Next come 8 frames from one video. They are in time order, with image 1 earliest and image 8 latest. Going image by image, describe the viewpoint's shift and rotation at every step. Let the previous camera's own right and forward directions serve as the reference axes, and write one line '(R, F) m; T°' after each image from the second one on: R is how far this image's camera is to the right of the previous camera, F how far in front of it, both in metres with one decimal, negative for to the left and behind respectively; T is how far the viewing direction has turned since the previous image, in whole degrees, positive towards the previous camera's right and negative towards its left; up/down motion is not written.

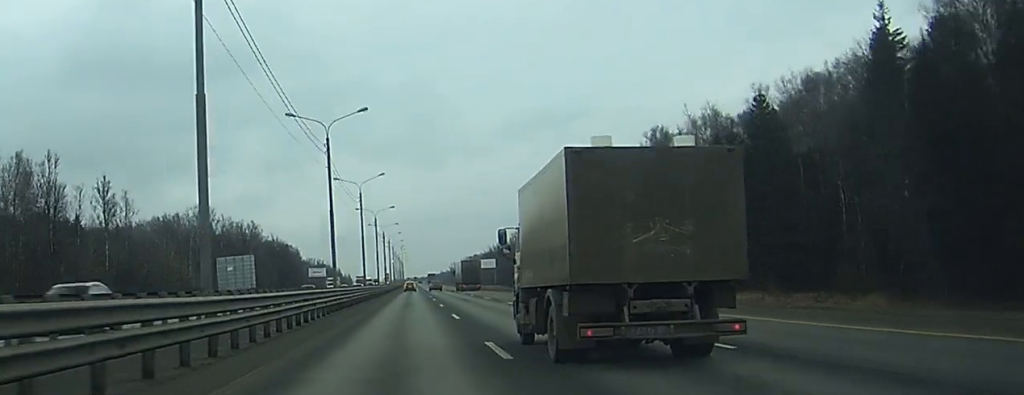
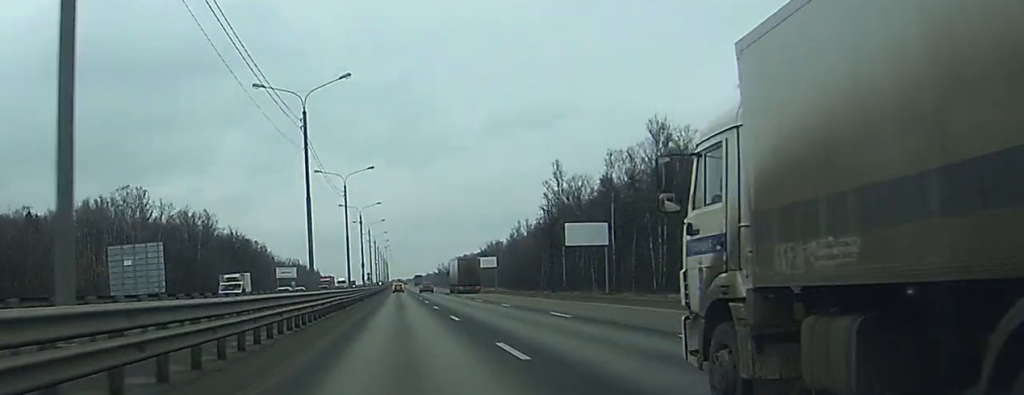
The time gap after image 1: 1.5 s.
(-0.4, +45.3) m; +1°
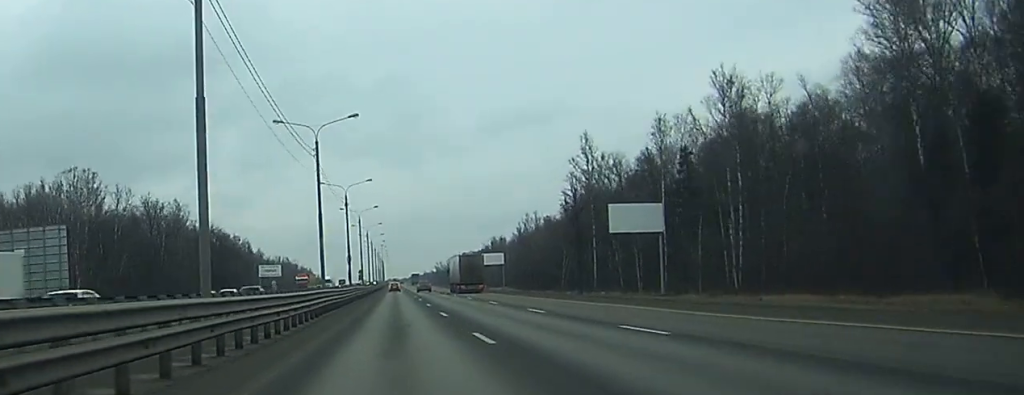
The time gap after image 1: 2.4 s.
(+0.7, +23.5) m; +2°
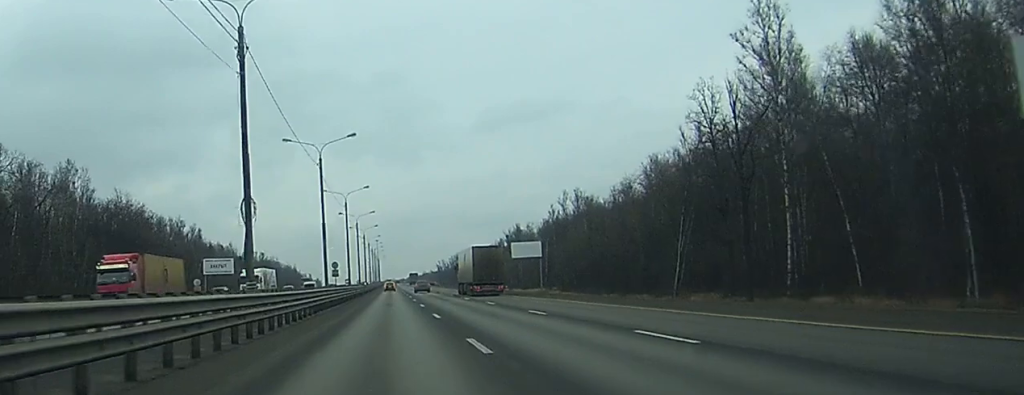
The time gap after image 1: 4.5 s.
(-0.5, +59.1) m; -1°
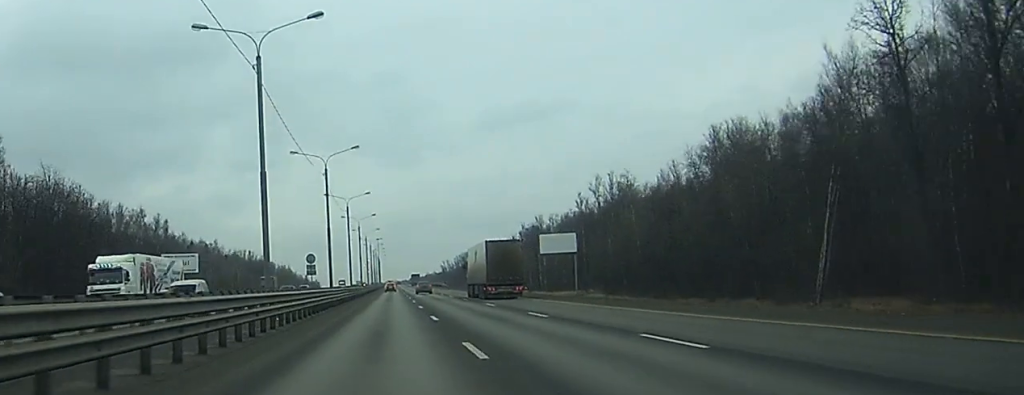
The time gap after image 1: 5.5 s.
(+0.2, +37.7) m; 0°
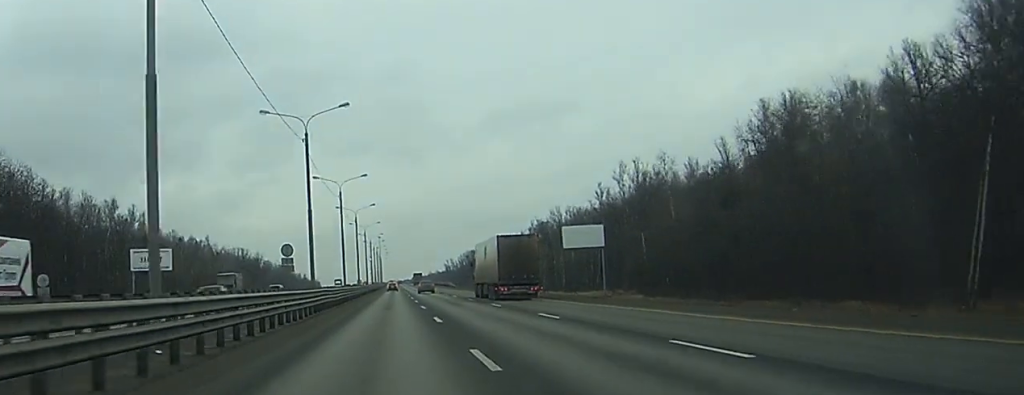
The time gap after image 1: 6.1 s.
(0.0, +21.1) m; 0°
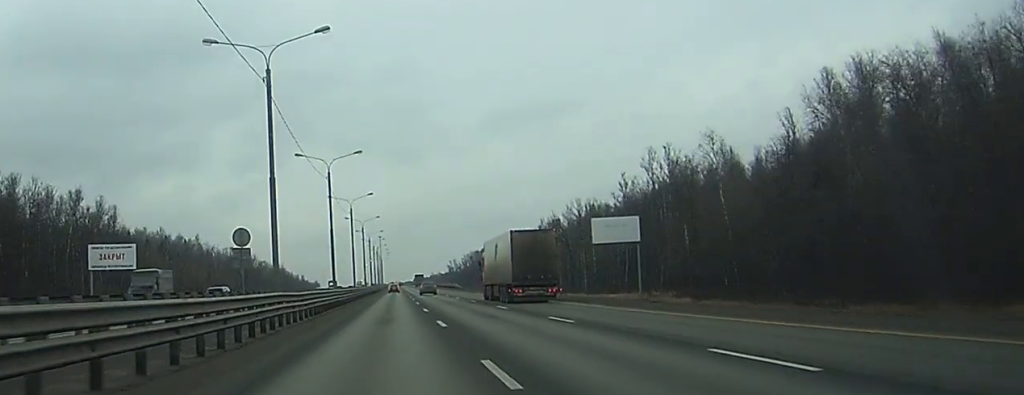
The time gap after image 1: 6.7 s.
(0.0, +21.0) m; 0°
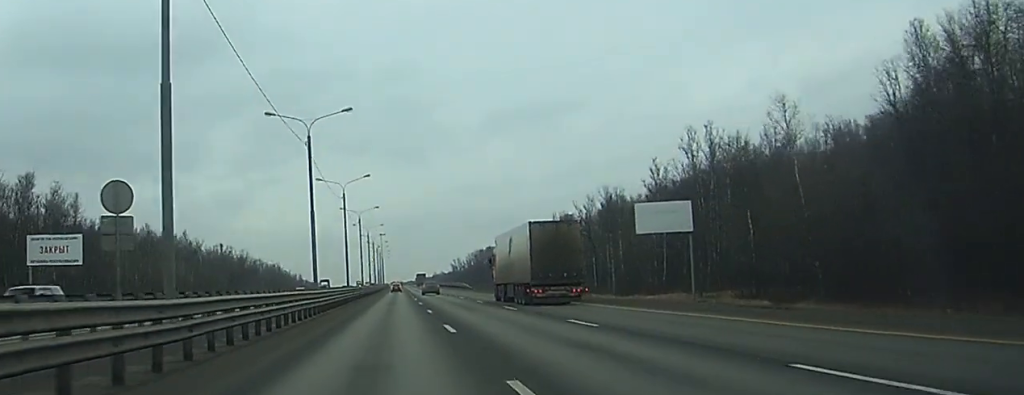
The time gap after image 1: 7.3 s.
(-0.1, +21.1) m; 0°
